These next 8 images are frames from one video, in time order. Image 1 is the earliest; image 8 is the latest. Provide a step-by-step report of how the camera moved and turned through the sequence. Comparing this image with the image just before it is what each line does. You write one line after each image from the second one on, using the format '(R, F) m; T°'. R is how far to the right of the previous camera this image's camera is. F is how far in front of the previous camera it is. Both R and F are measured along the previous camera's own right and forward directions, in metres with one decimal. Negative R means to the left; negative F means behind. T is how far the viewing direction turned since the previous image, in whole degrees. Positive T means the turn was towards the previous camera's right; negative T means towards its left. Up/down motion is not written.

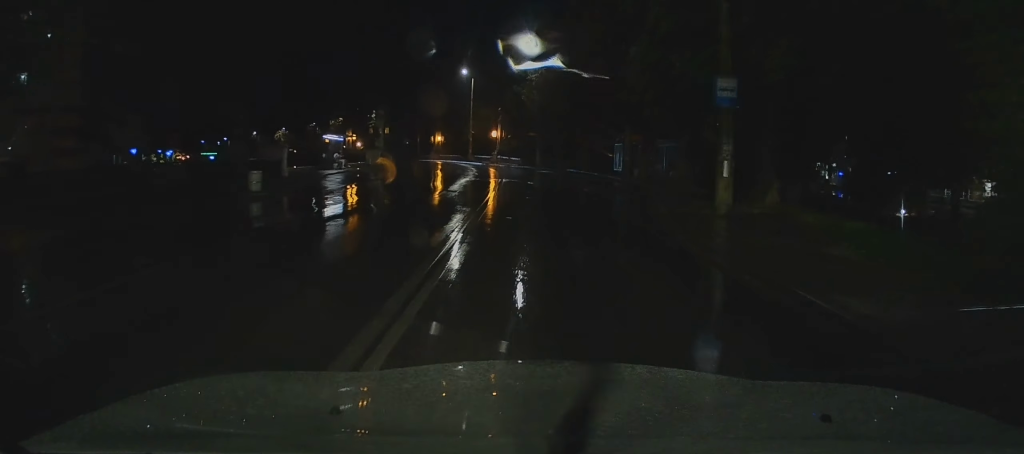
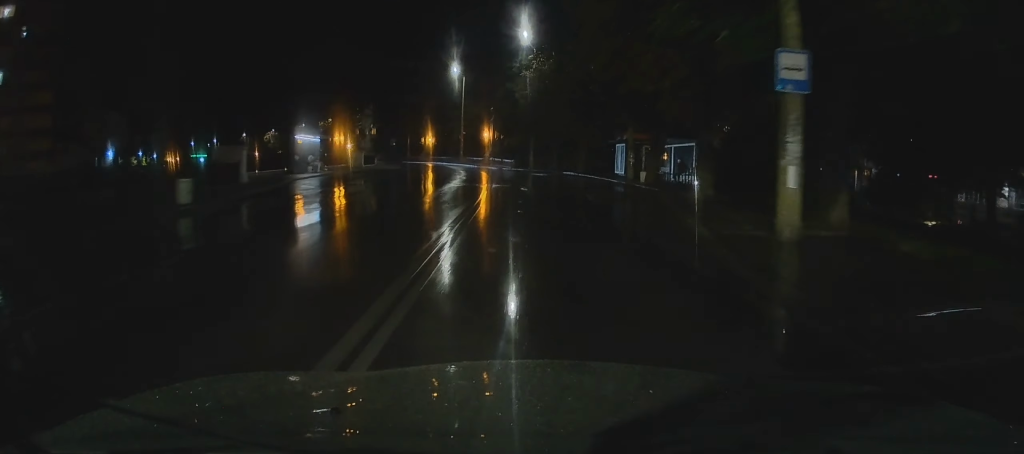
(0.0, +4.3) m; +1°
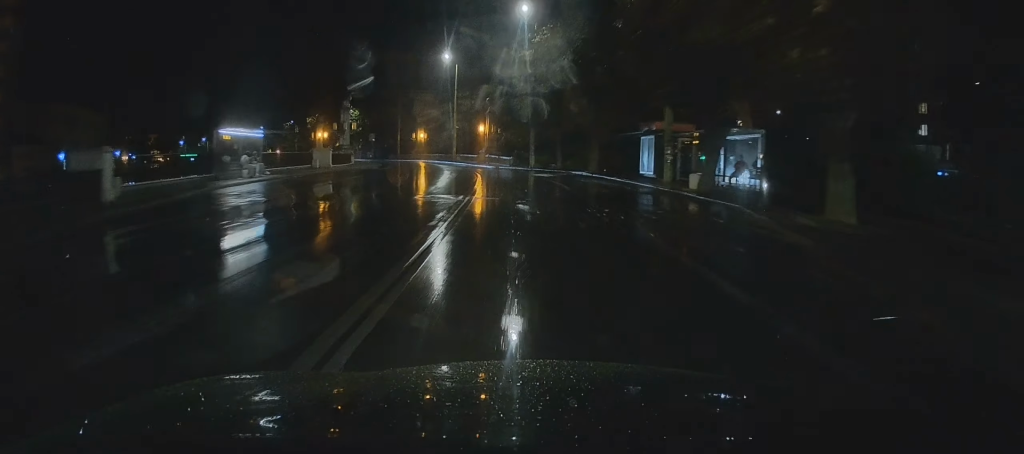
(+0.1, +10.0) m; 0°
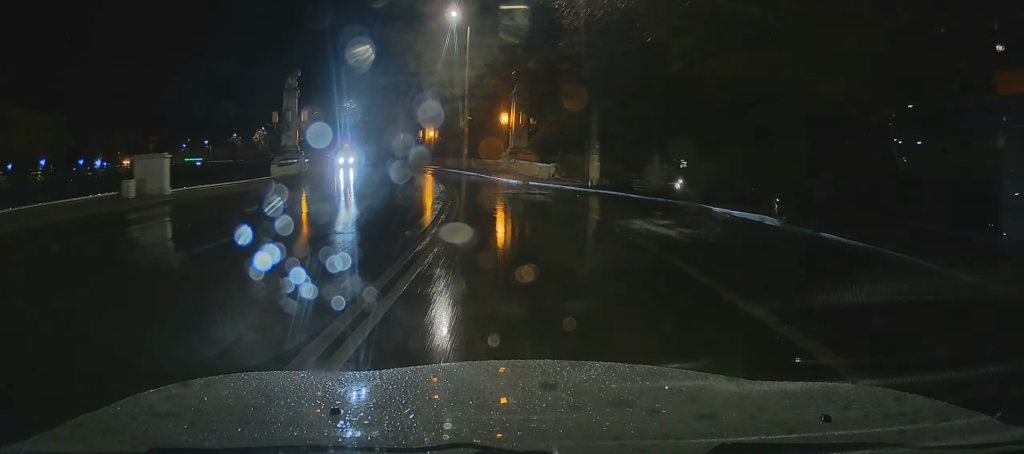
(-0.6, +28.4) m; -2°
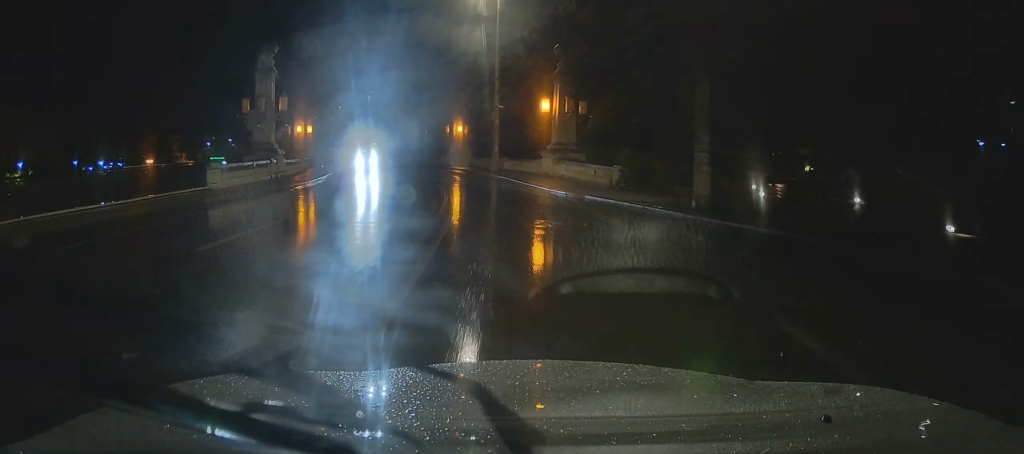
(-0.3, +11.8) m; -2°
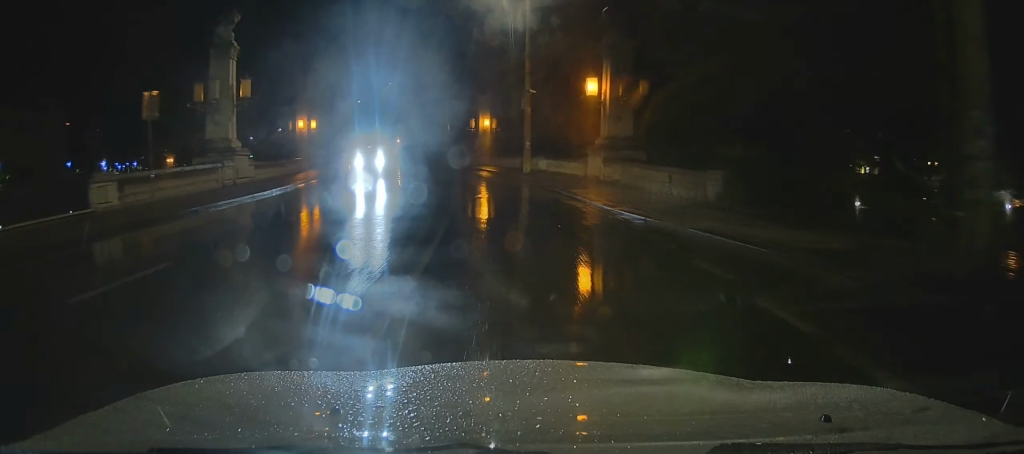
(-0.1, +9.8) m; -1°
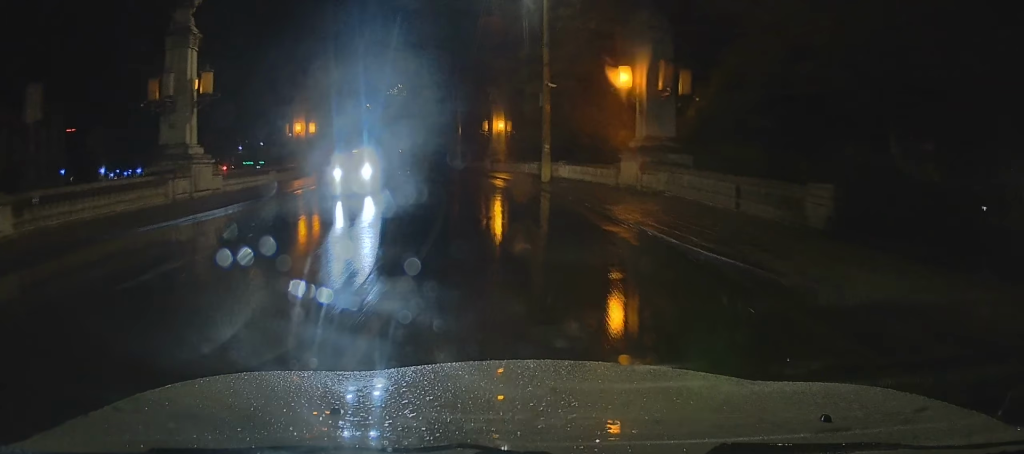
(0.0, +5.3) m; -2°
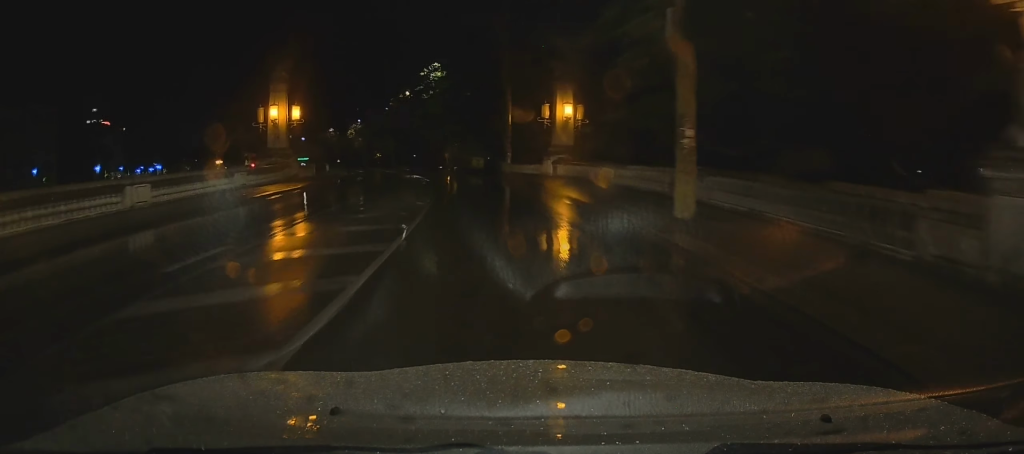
(-1.6, +17.0) m; -14°
